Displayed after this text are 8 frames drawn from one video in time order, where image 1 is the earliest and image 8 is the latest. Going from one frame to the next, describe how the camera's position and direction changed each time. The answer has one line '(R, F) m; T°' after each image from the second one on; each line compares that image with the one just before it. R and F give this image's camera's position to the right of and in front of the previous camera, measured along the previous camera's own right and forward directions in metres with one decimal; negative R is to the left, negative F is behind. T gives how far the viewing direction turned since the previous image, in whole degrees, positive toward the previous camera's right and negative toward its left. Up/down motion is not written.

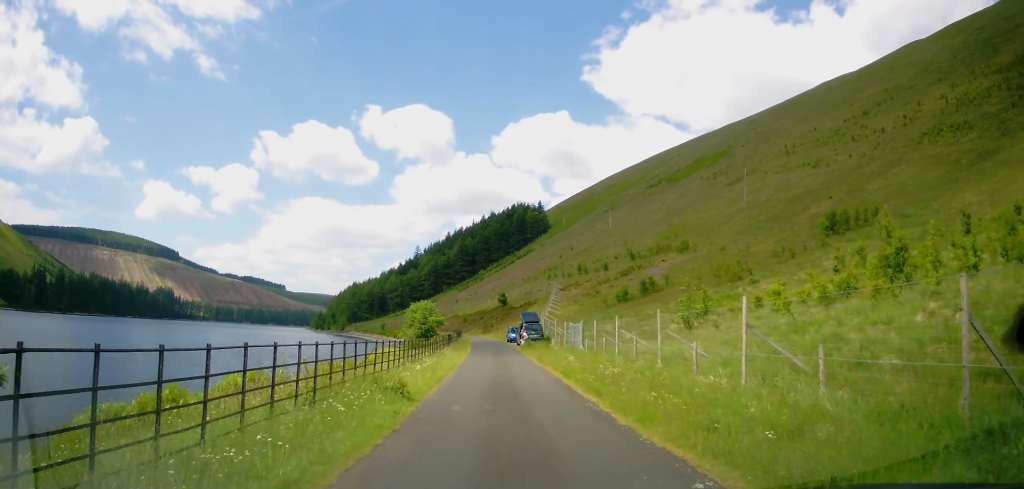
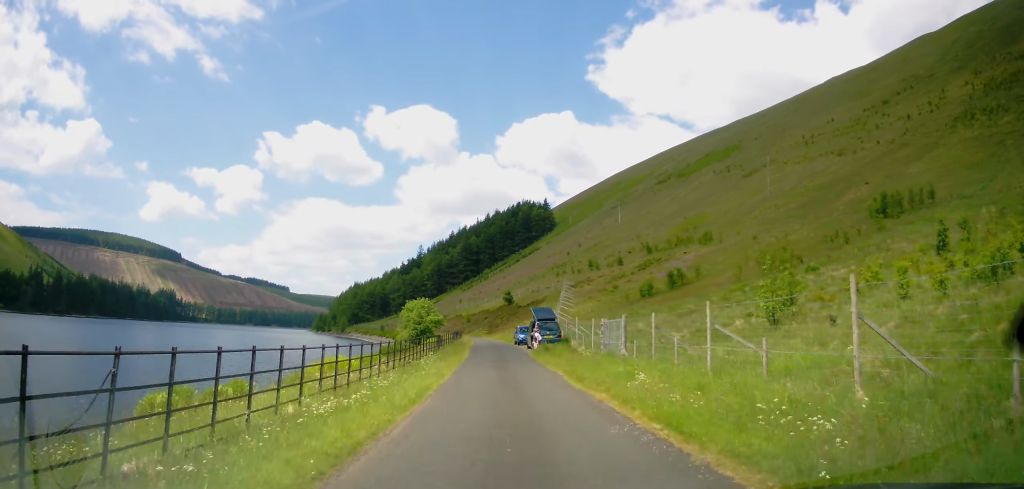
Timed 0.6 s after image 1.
(0.0, +9.8) m; 0°
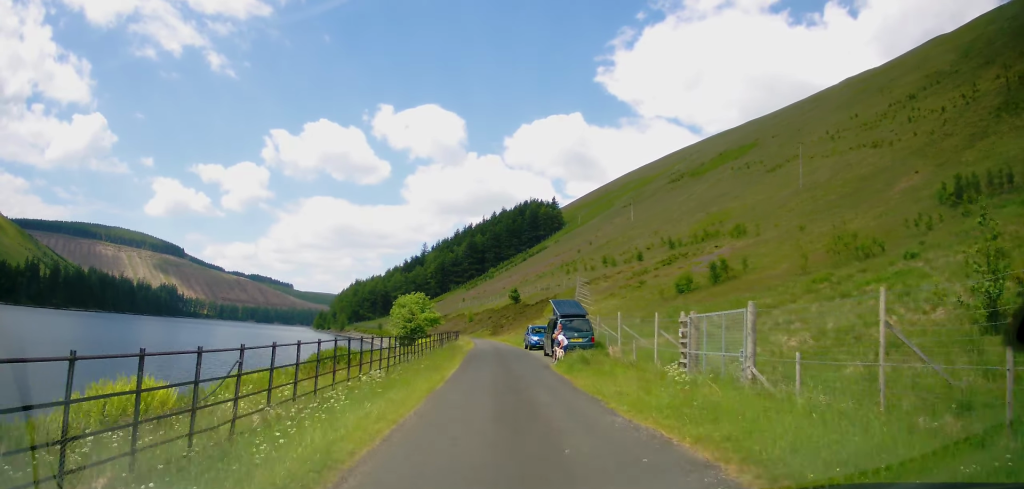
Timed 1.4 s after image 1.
(0.0, +11.6) m; 0°
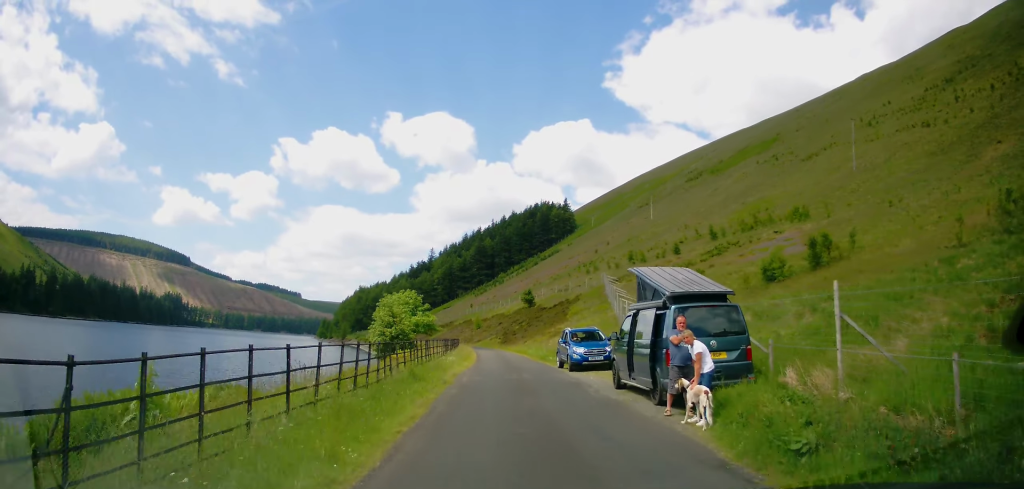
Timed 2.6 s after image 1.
(-0.1, +17.0) m; -2°
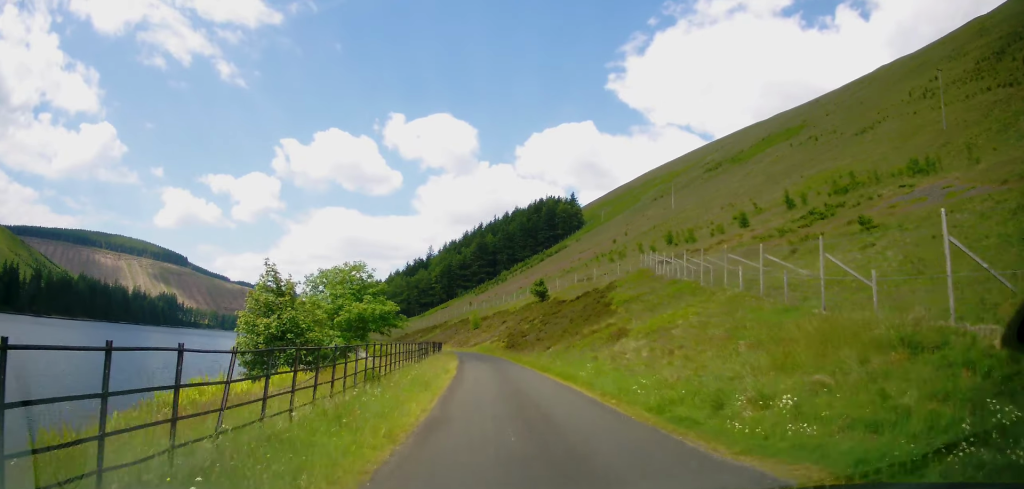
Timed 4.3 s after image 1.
(-0.2, +25.1) m; +1°
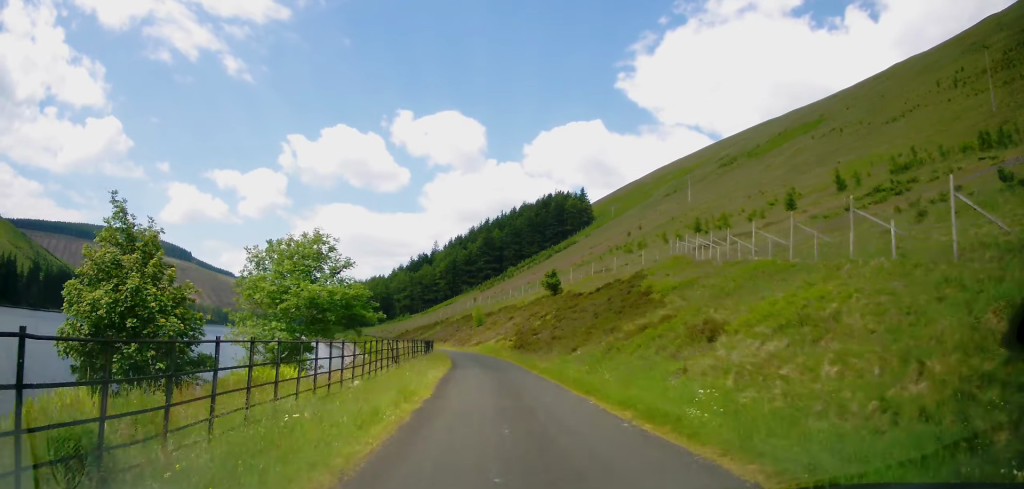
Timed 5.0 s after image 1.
(+0.1, +9.7) m; -1°
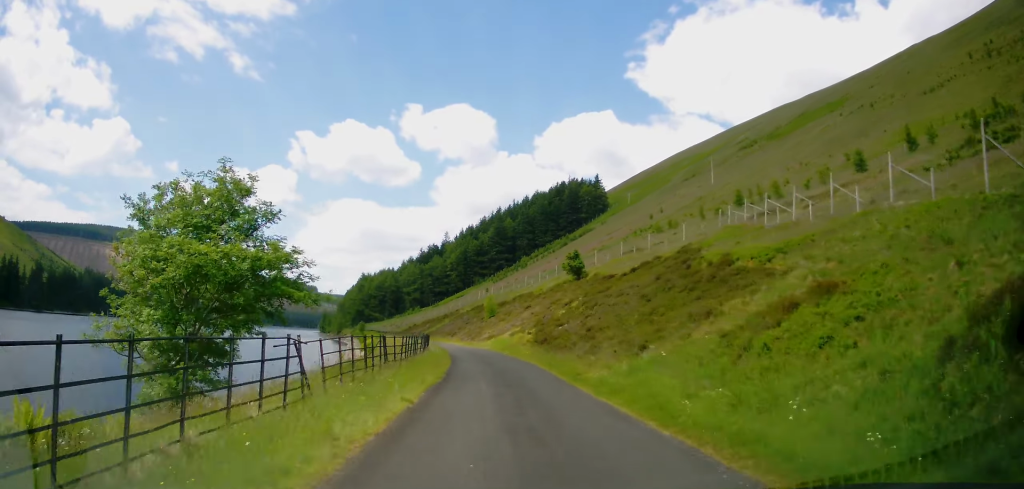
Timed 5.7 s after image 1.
(-0.1, +10.3) m; -2°
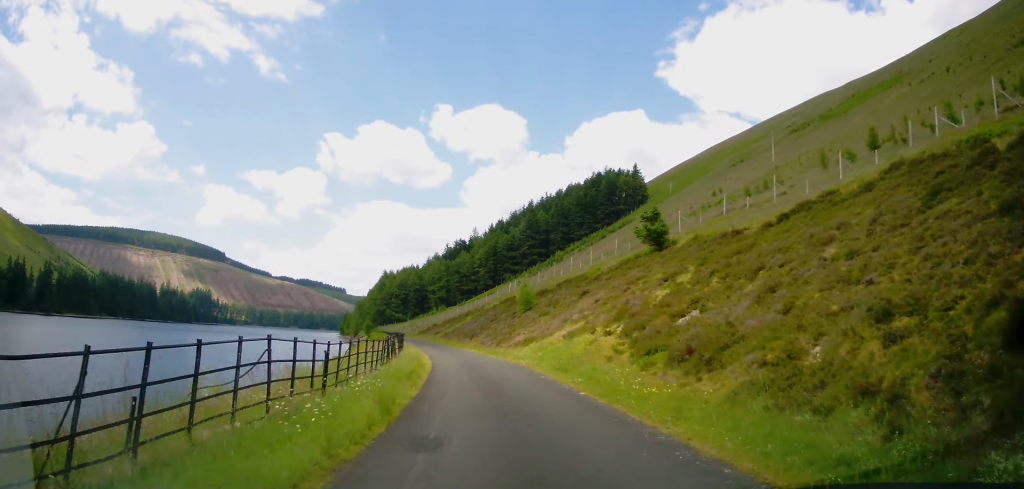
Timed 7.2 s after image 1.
(-1.2, +22.9) m; -5°
